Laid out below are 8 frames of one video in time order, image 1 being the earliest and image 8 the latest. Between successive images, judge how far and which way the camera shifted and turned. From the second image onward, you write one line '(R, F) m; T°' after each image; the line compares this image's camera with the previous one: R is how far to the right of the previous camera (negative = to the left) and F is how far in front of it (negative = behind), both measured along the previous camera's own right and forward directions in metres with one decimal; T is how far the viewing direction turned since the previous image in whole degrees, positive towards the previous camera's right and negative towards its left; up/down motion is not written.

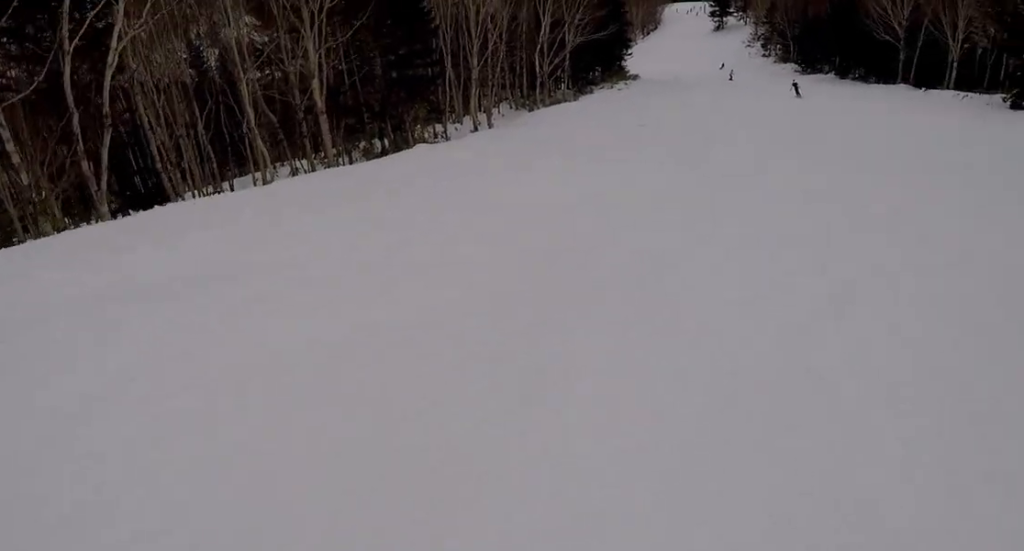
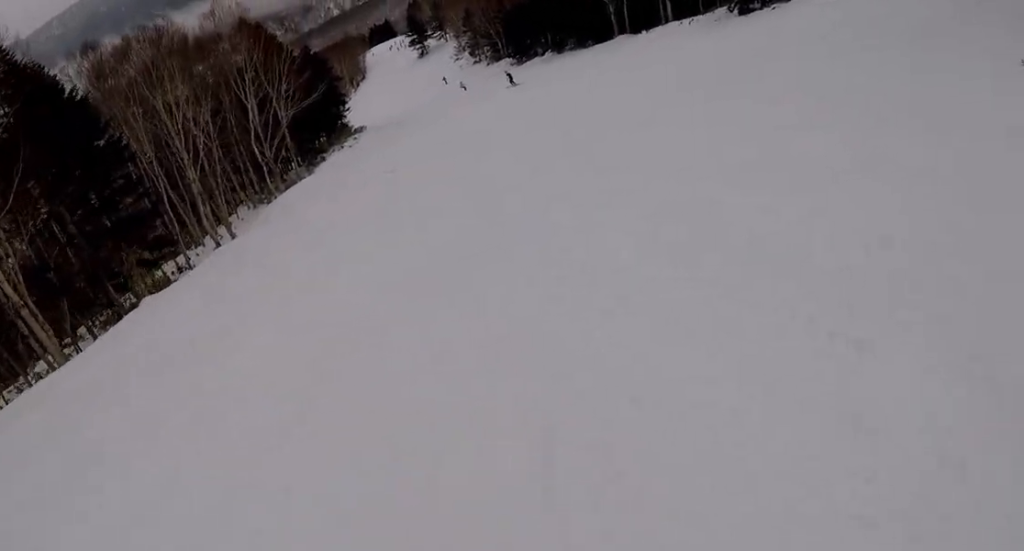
(+0.6, +3.7) m; +15°
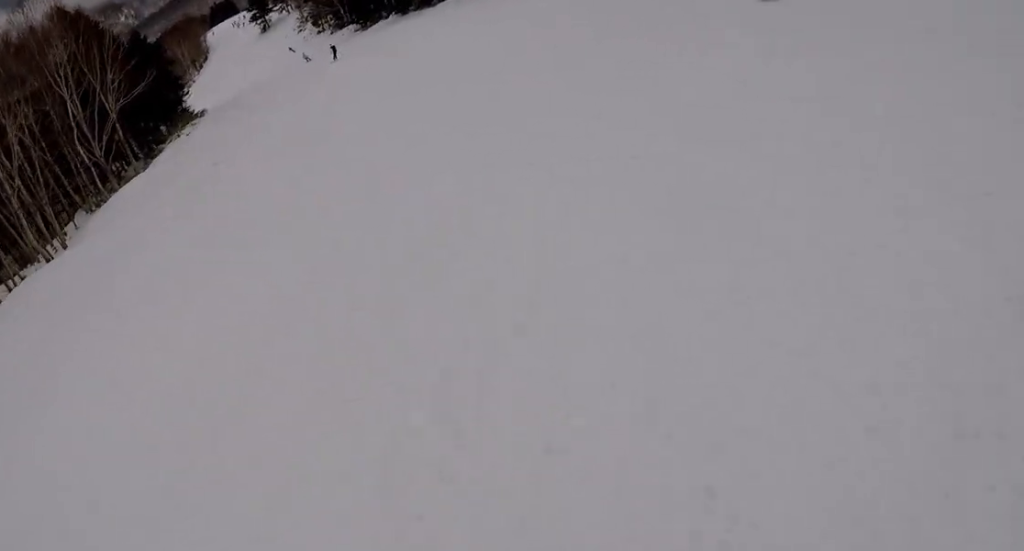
(+0.3, +2.6) m; 0°
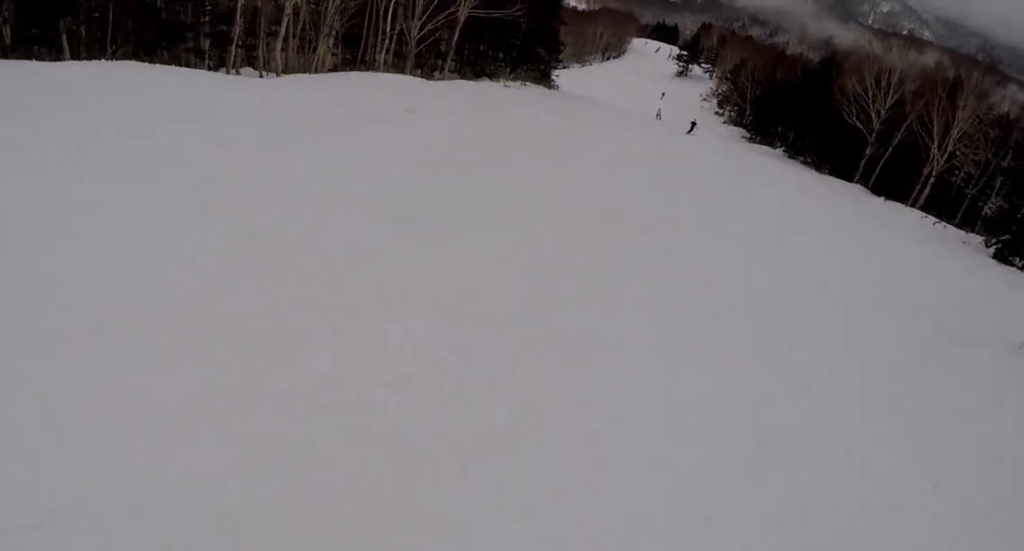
(-0.5, +5.7) m; -36°
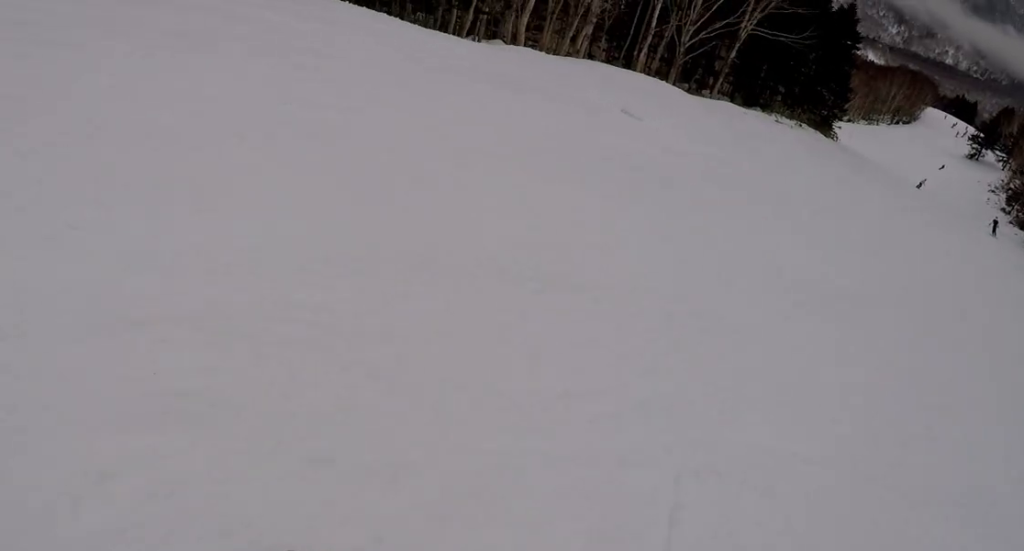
(-1.4, +3.4) m; -9°
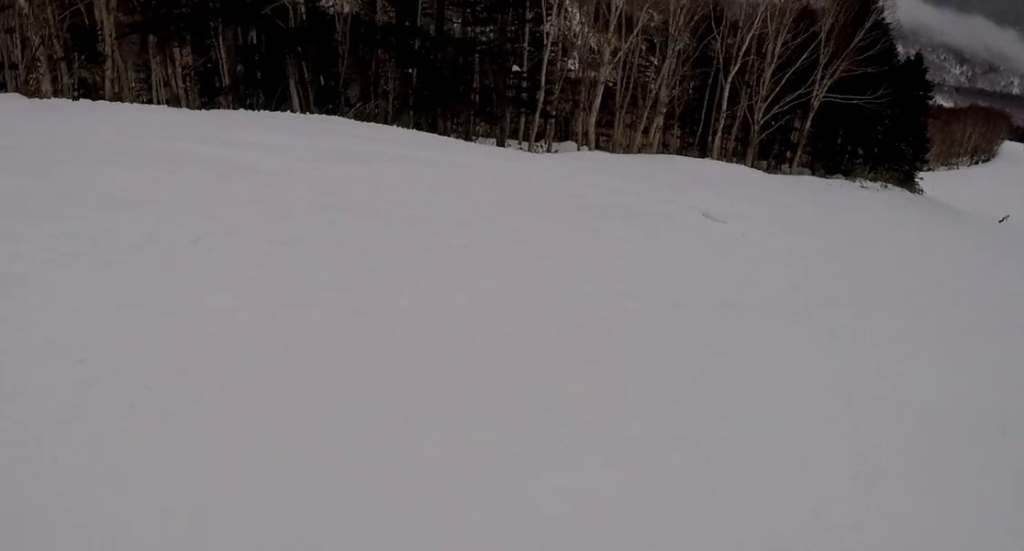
(-0.9, +1.7) m; +3°
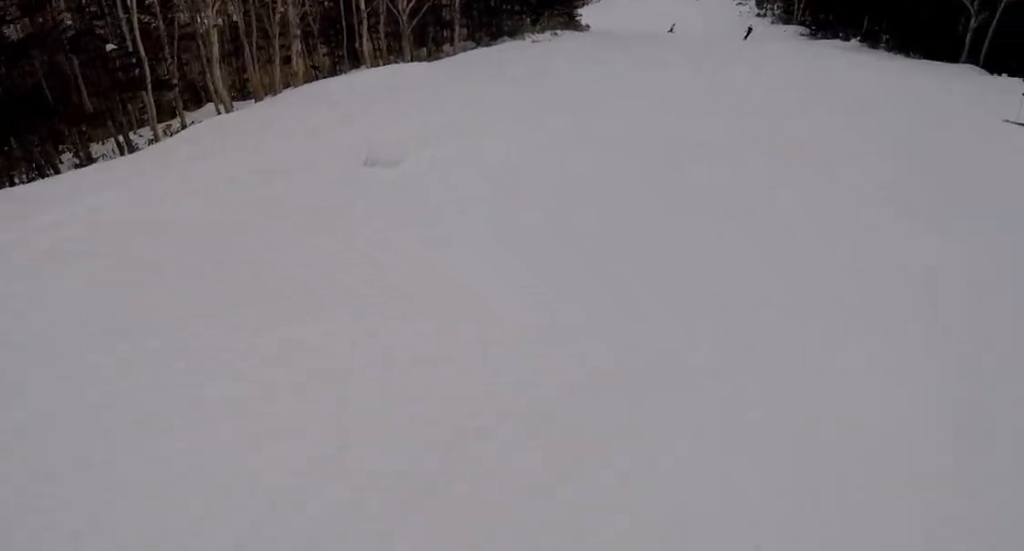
(+2.2, +2.8) m; +38°
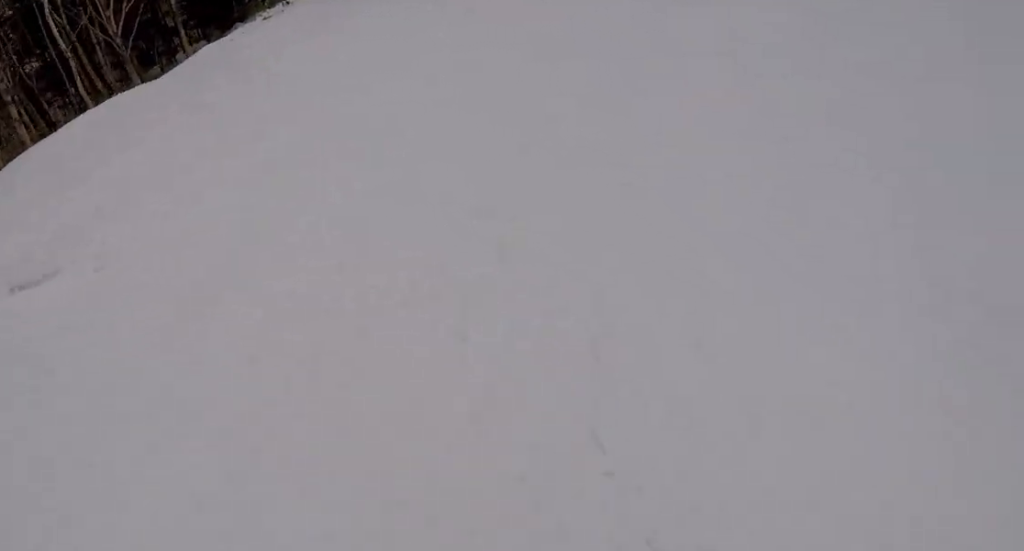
(+0.3, +2.2) m; -3°
